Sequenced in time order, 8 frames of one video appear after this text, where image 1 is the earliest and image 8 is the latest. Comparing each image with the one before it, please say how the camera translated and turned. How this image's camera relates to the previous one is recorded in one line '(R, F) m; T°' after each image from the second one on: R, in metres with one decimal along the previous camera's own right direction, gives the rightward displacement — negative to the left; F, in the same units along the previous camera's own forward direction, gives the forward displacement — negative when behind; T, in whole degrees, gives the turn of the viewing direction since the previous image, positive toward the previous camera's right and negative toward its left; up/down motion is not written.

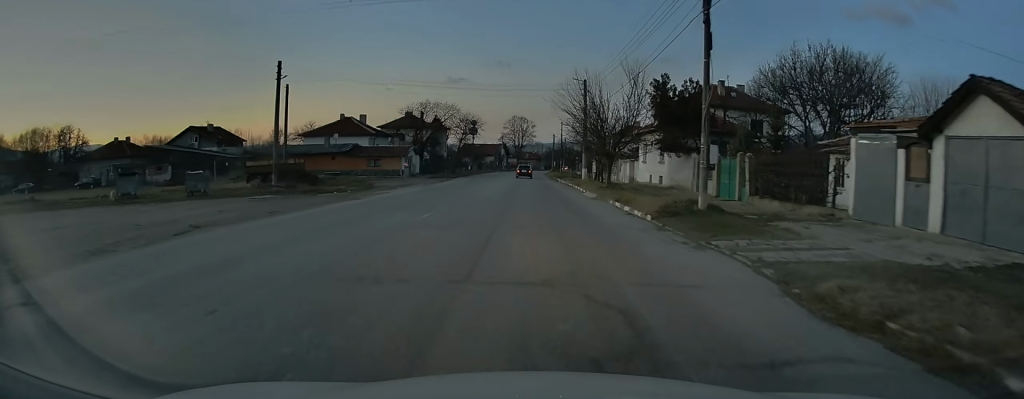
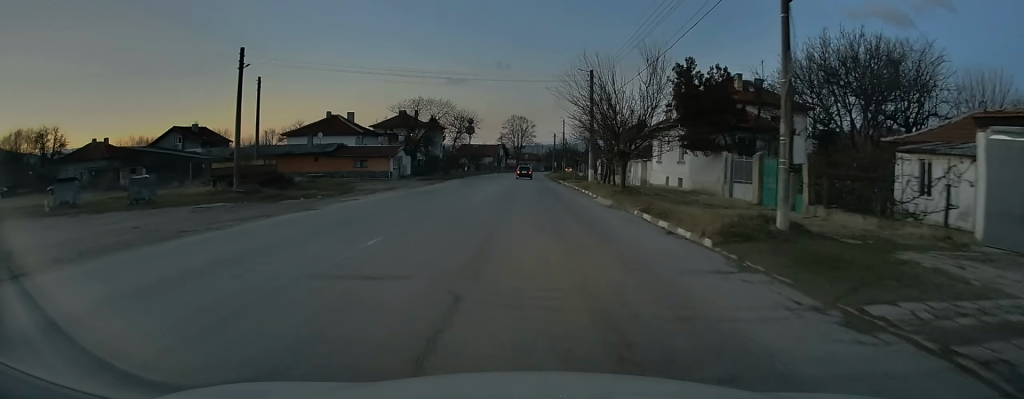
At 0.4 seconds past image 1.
(0.0, +5.6) m; 0°
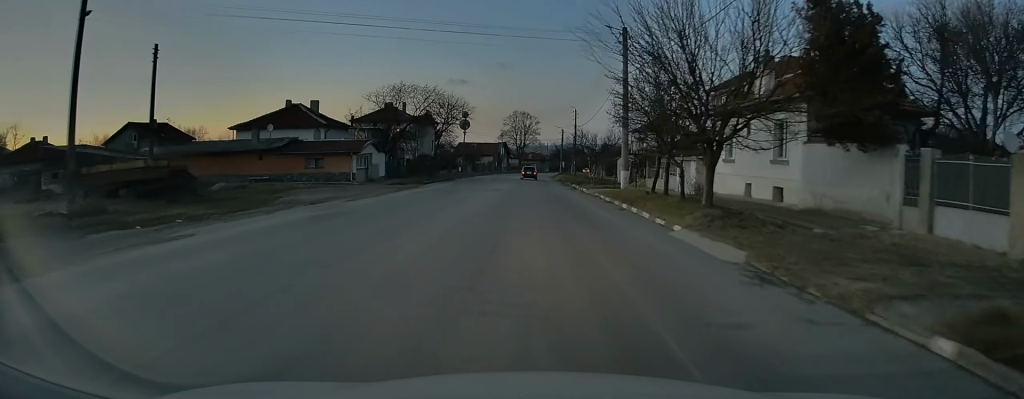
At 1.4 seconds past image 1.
(-0.1, +14.4) m; -1°
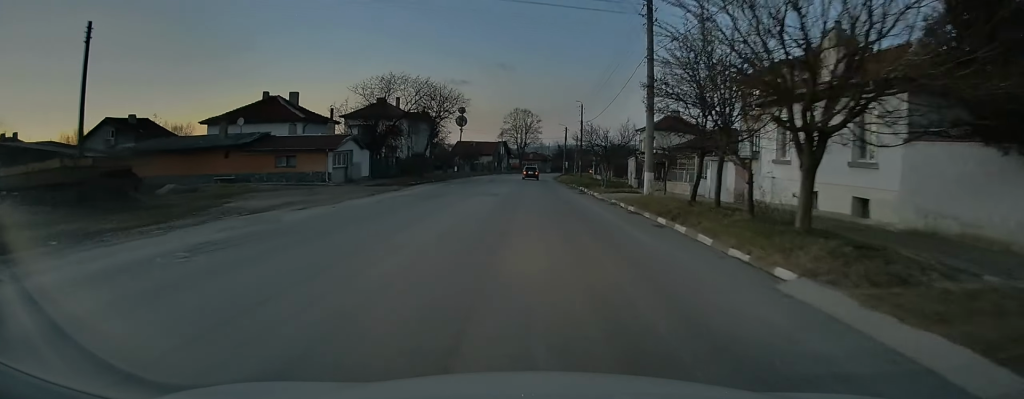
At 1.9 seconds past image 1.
(0.0, +6.0) m; 0°
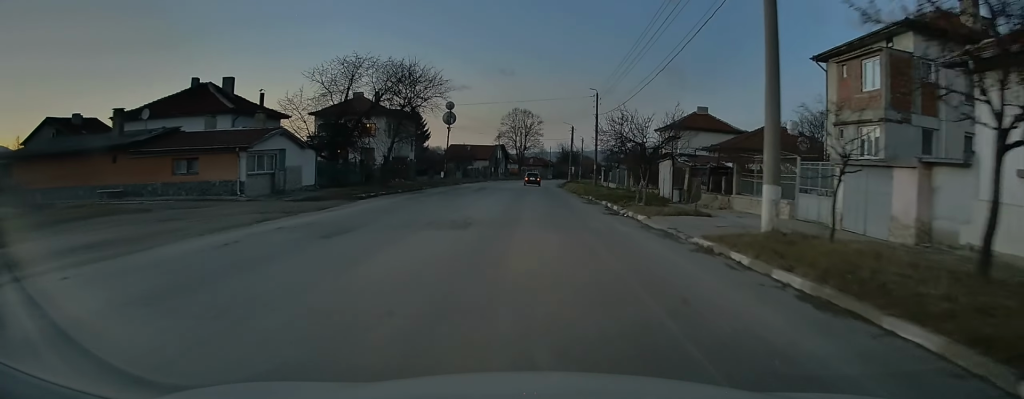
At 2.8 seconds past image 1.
(0.0, +13.1) m; +1°
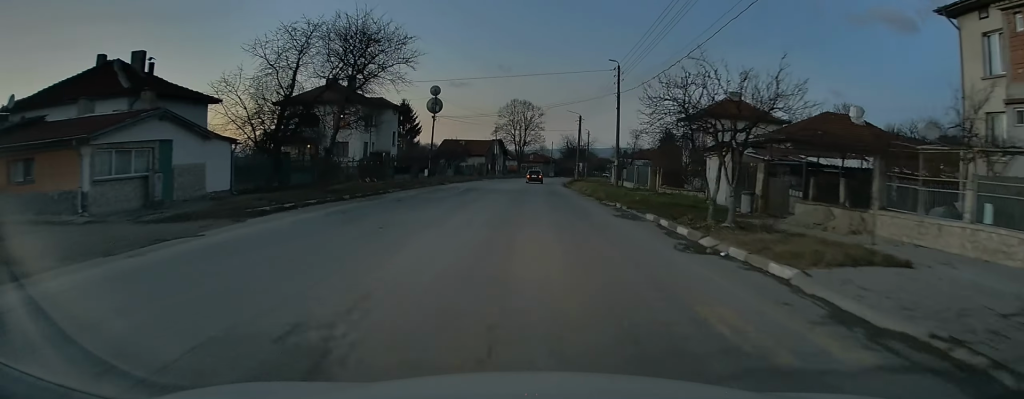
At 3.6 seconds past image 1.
(+0.2, +11.2) m; 0°
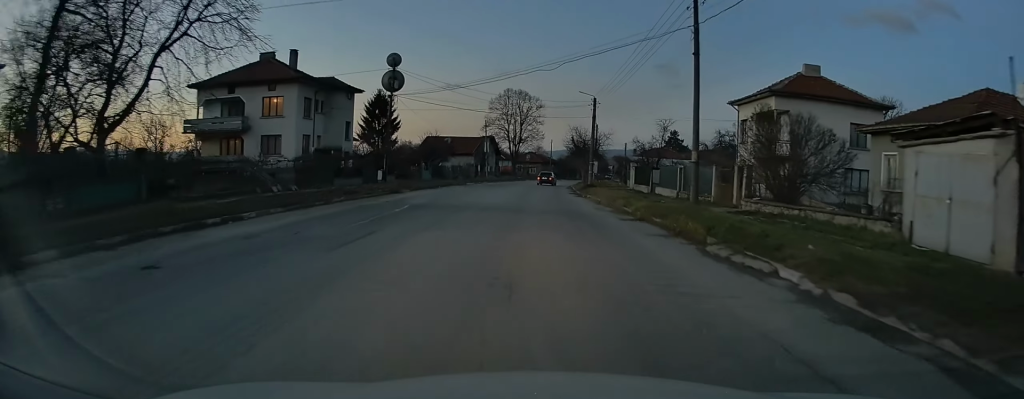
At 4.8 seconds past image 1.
(-0.3, +17.1) m; 0°
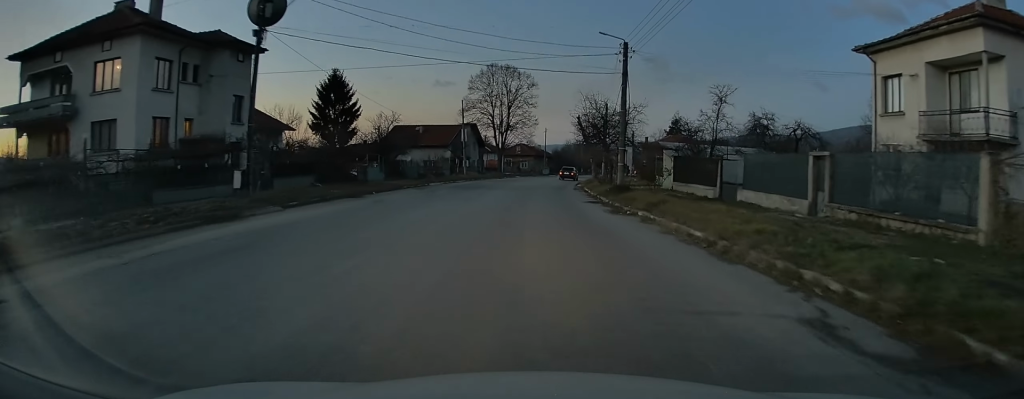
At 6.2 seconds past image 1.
(+0.5, +19.7) m; +1°
